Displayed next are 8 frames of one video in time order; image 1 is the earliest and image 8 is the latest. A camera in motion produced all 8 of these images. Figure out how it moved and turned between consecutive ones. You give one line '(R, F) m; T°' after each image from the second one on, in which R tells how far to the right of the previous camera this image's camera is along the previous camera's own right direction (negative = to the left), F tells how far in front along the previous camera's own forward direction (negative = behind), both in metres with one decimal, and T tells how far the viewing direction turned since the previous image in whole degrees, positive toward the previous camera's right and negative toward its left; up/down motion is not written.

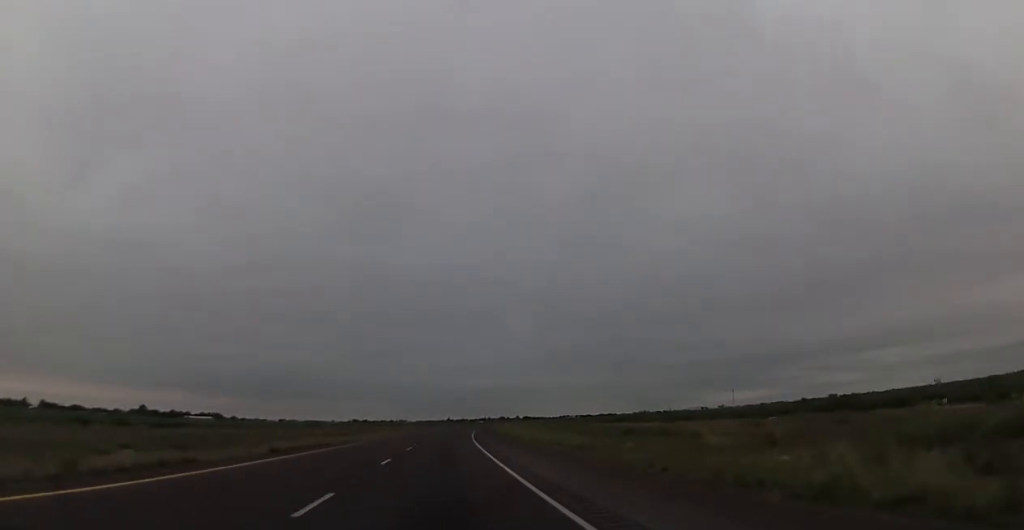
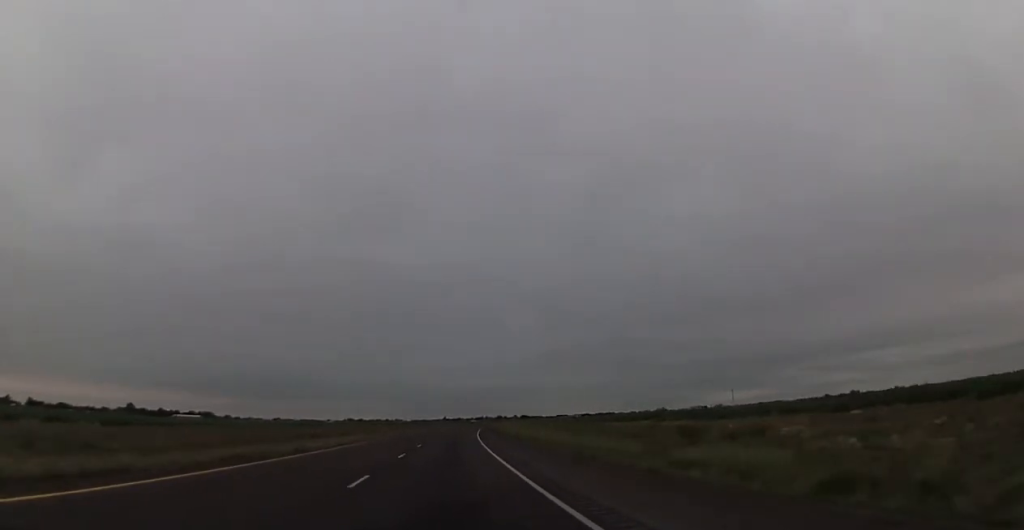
(0.0, +19.8) m; 0°
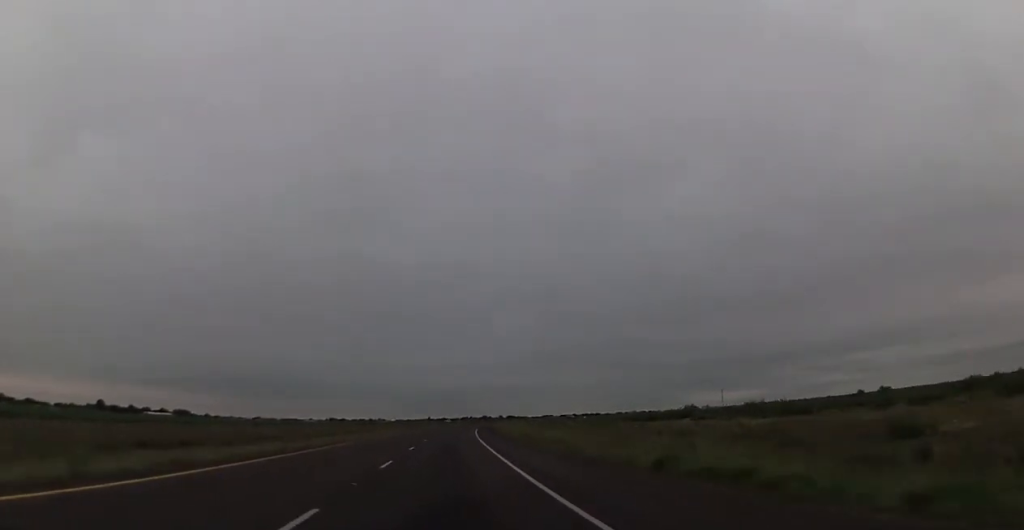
(0.0, +30.9) m; 0°
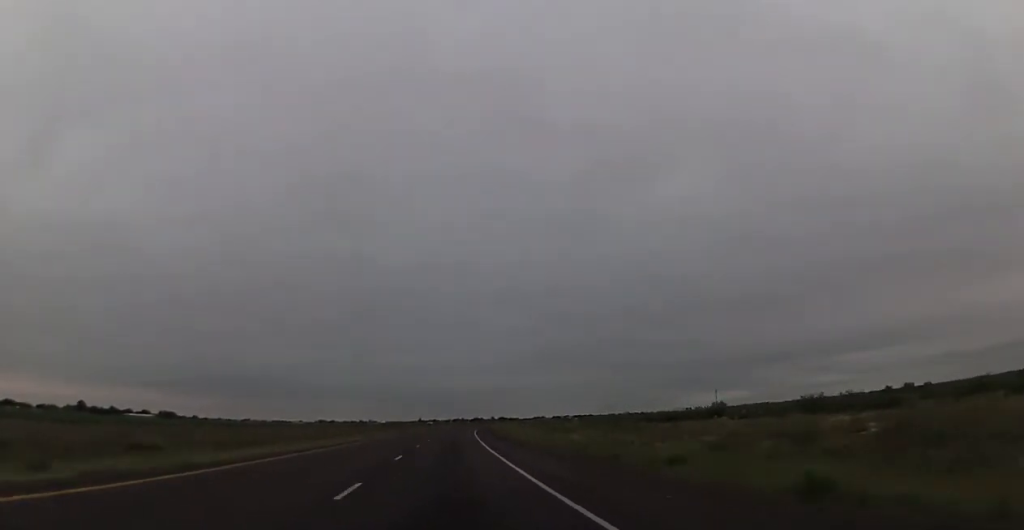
(0.0, +19.8) m; 0°
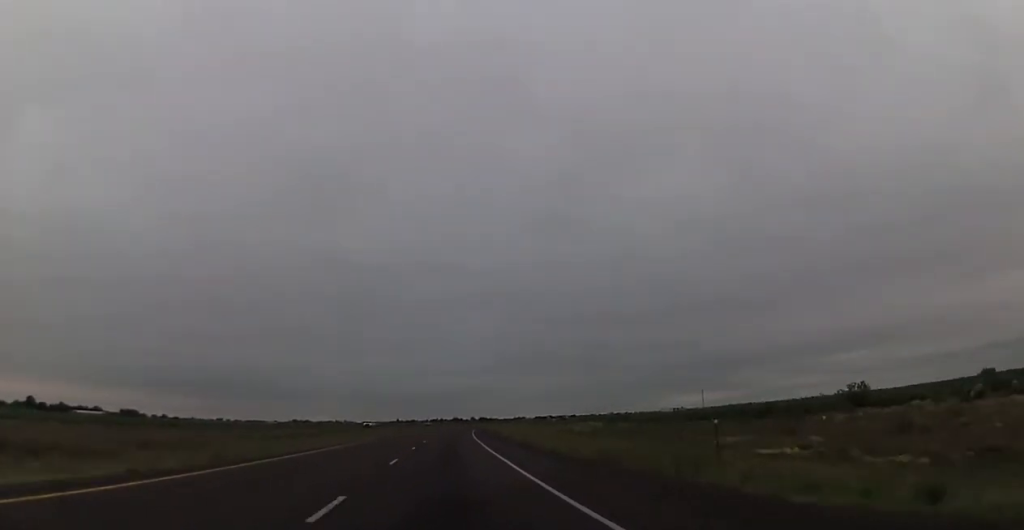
(+0.5, +50.6) m; +1°
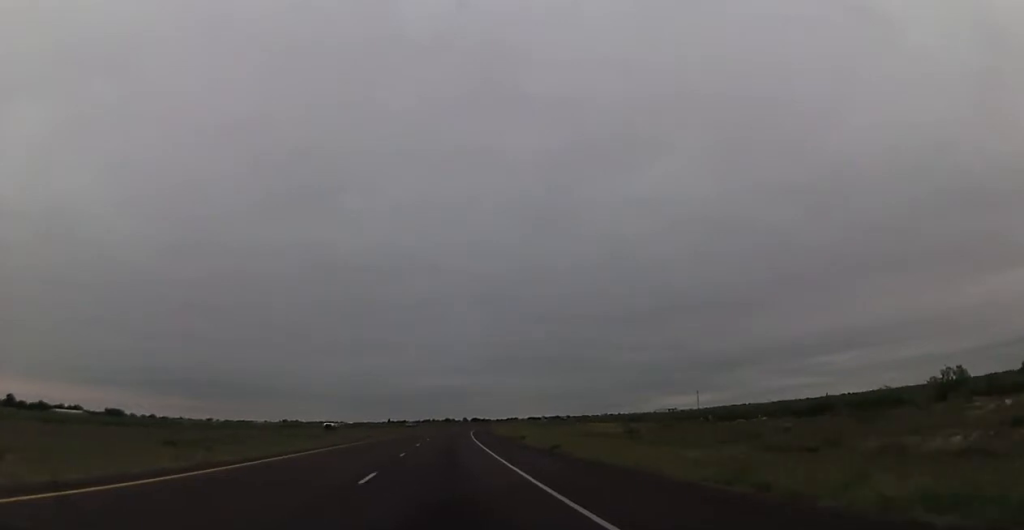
(-0.1, +18.5) m; +1°
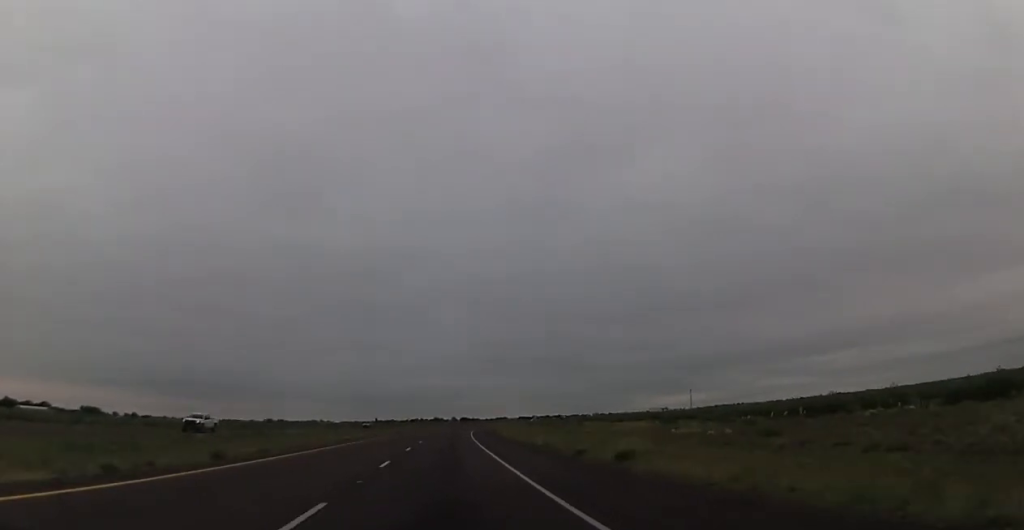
(+0.7, +30.9) m; +2°
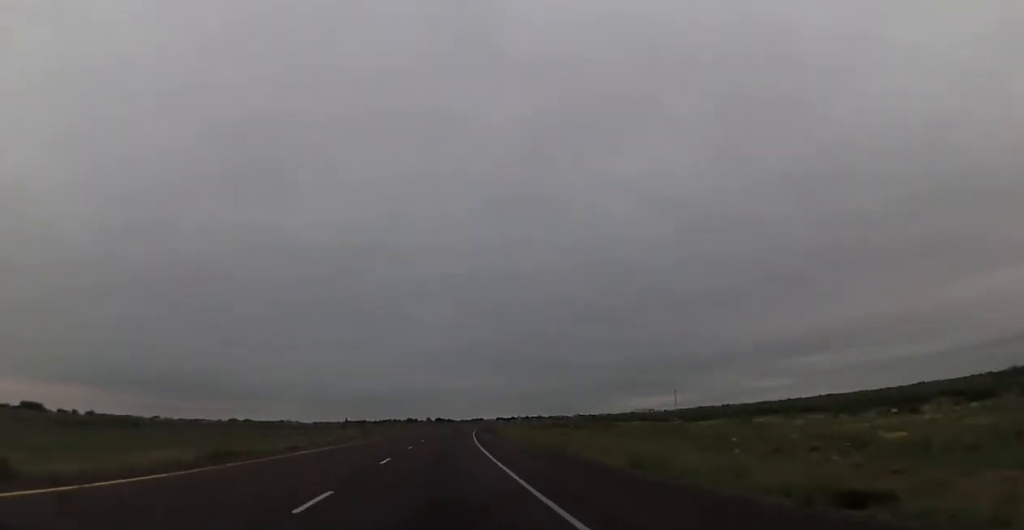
(+1.0, +70.6) m; +2°
